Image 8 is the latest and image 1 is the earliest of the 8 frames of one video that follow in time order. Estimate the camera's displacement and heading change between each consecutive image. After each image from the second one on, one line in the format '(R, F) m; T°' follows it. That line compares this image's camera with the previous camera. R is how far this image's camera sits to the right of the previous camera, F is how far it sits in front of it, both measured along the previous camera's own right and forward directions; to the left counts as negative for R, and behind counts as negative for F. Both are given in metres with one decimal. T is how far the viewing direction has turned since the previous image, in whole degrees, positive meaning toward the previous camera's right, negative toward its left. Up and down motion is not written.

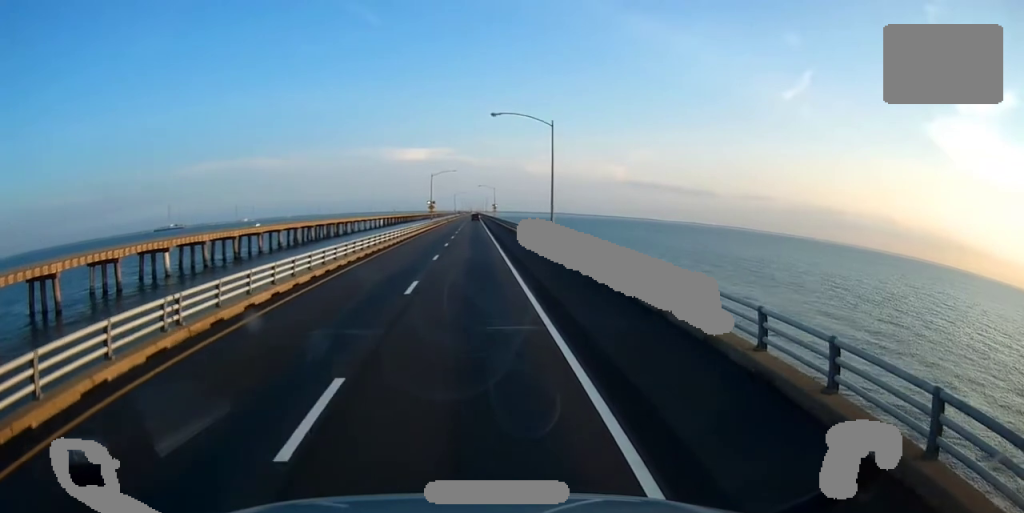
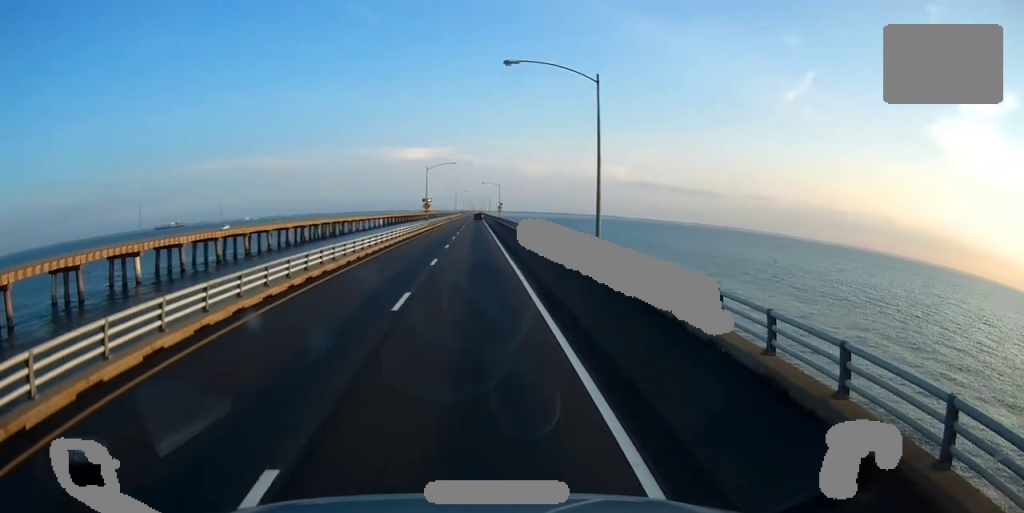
(0.0, +15.5) m; 0°
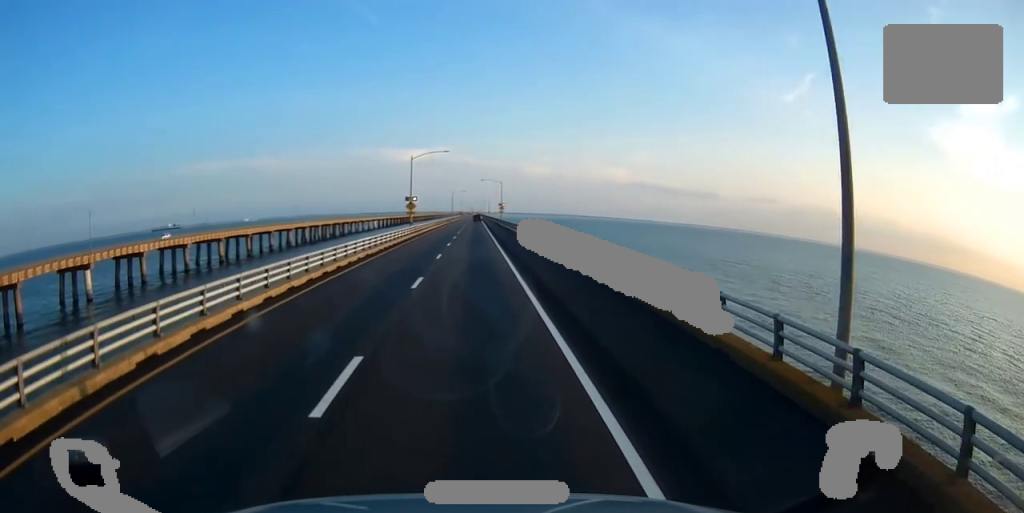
(0.0, +19.5) m; -1°
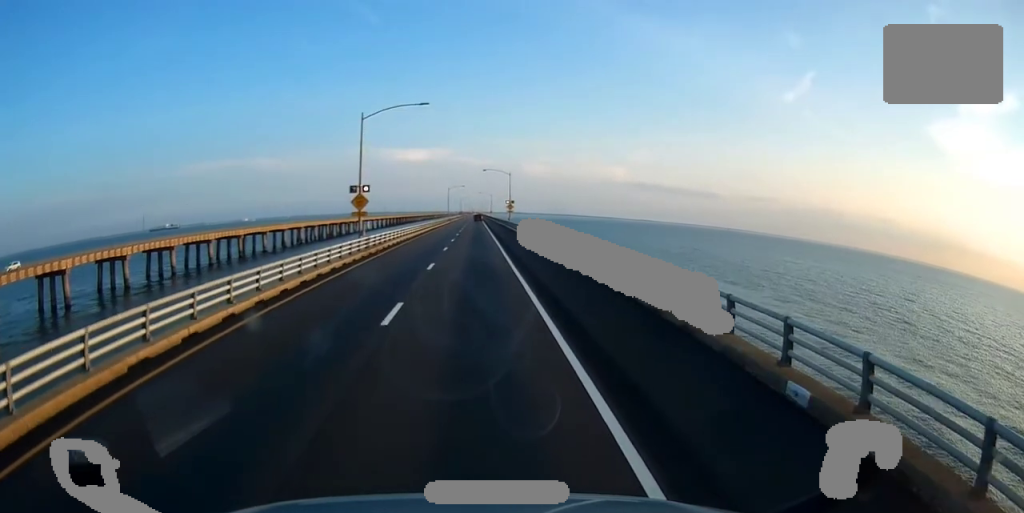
(-0.3, +30.7) m; 0°
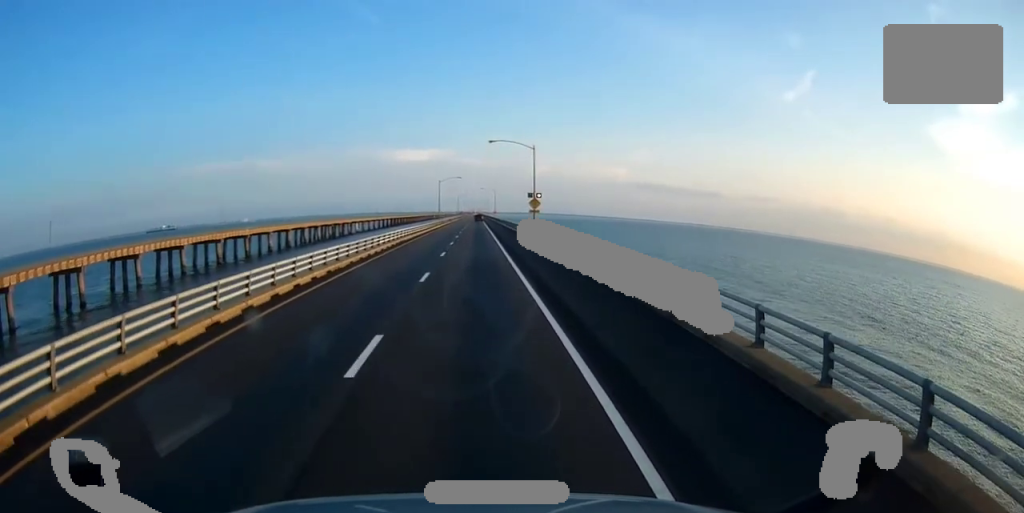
(+0.6, +40.7) m; +1°
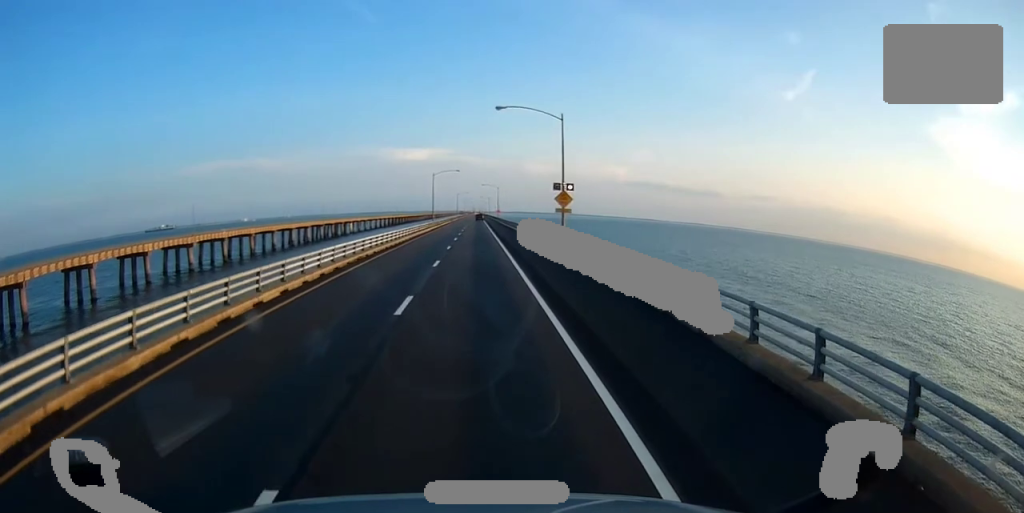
(0.0, +19.3) m; 0°
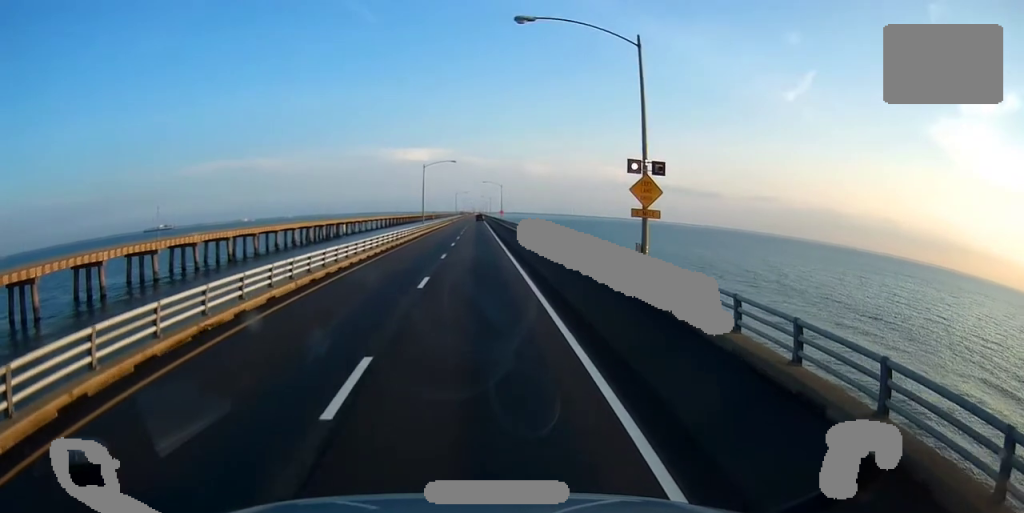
(0.0, +19.3) m; +1°
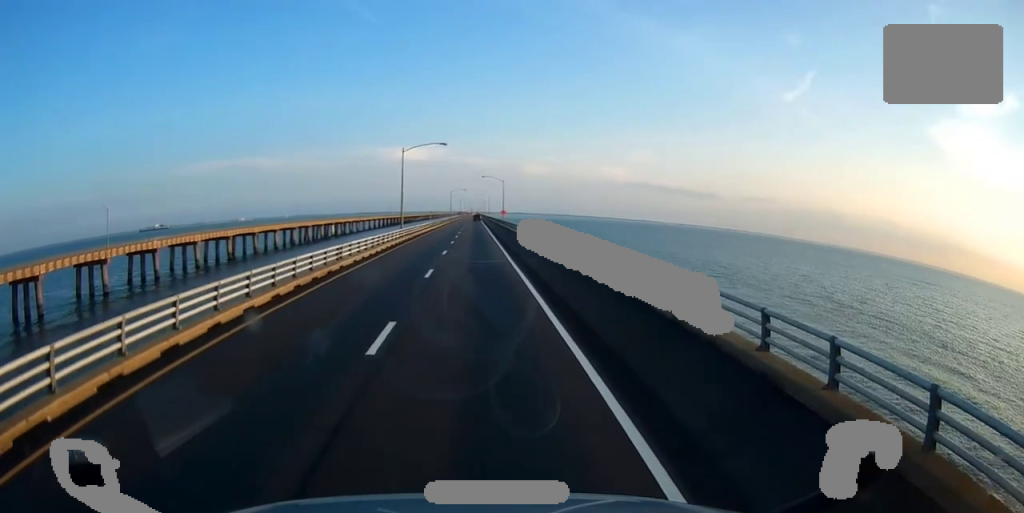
(+0.3, +21.3) m; 0°
